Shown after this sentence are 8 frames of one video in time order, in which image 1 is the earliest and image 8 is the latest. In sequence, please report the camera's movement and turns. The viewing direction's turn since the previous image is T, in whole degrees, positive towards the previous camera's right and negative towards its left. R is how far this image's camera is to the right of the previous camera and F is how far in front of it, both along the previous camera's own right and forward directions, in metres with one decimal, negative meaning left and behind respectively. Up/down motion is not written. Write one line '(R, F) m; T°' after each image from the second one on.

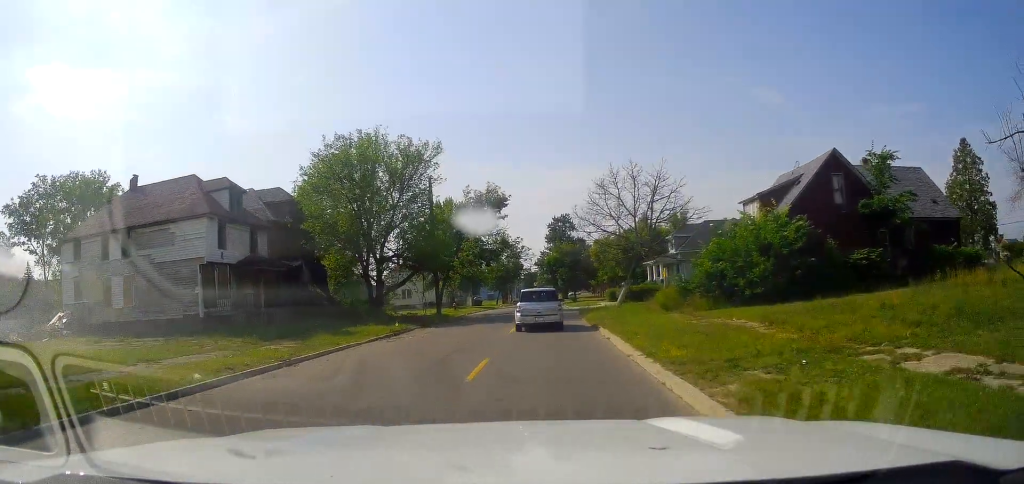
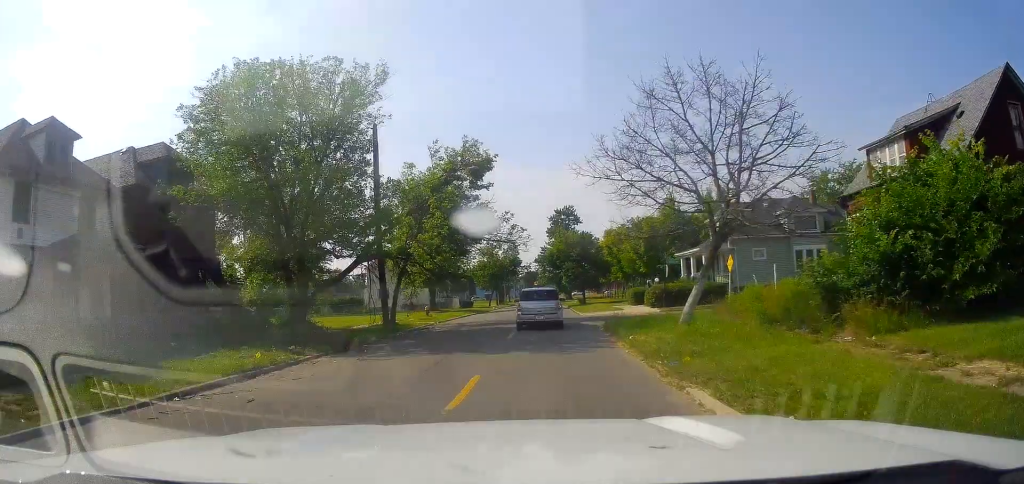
(-0.2, +15.2) m; +1°
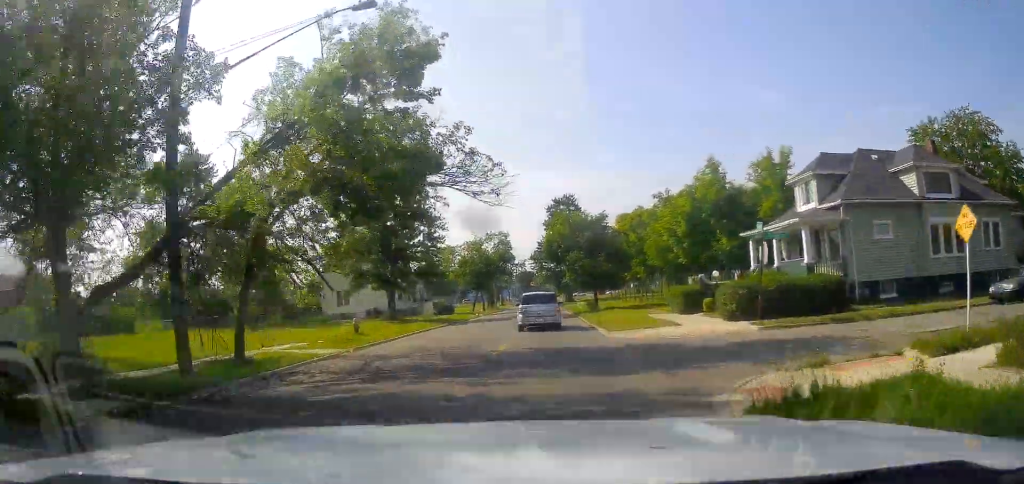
(+0.7, +17.2) m; +3°
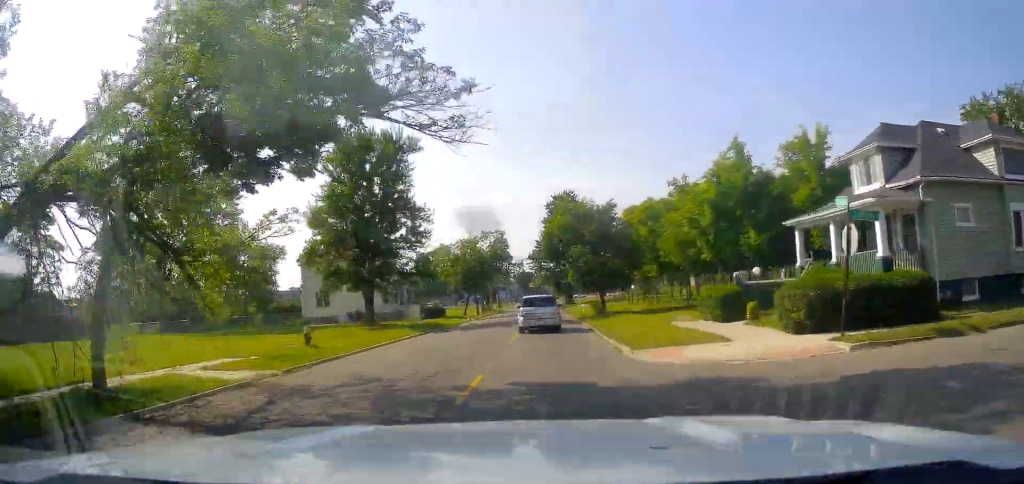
(0.0, +6.2) m; +1°
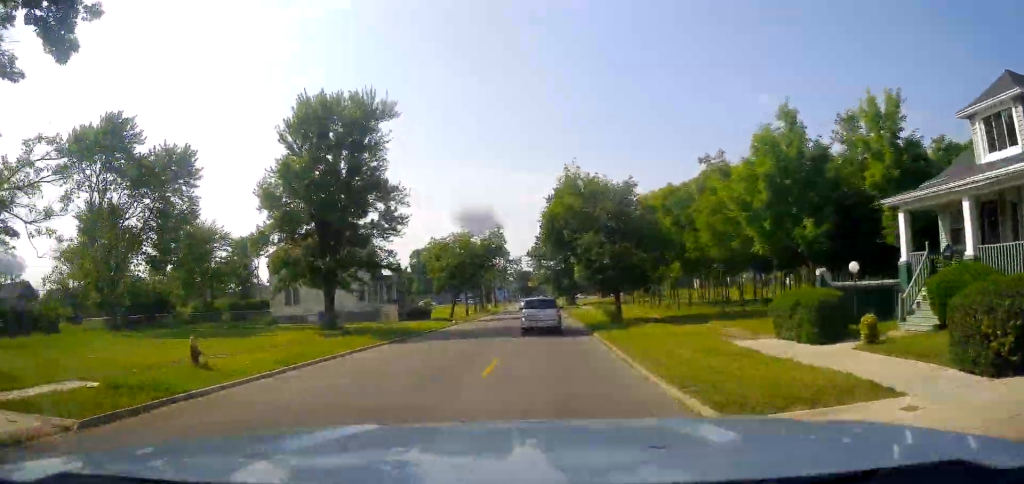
(-0.1, +8.2) m; +1°
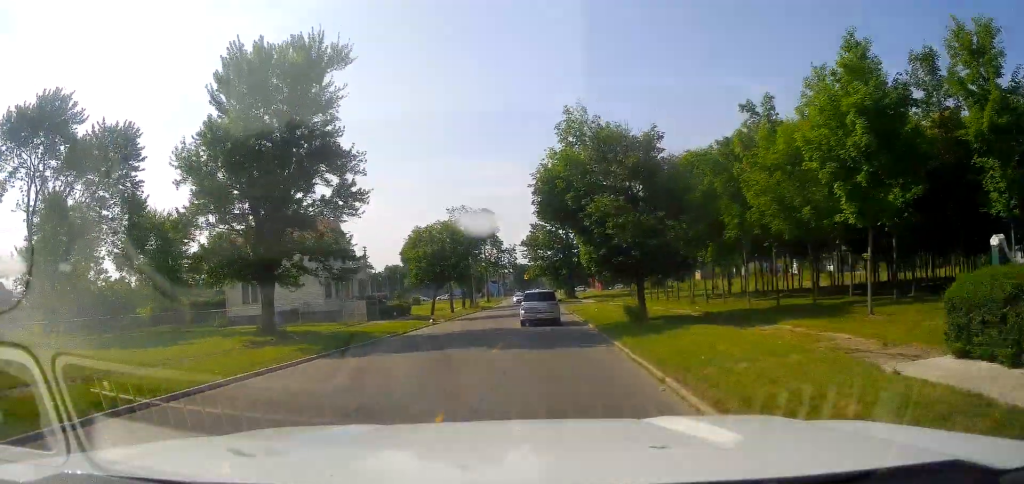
(+0.2, +8.2) m; -1°
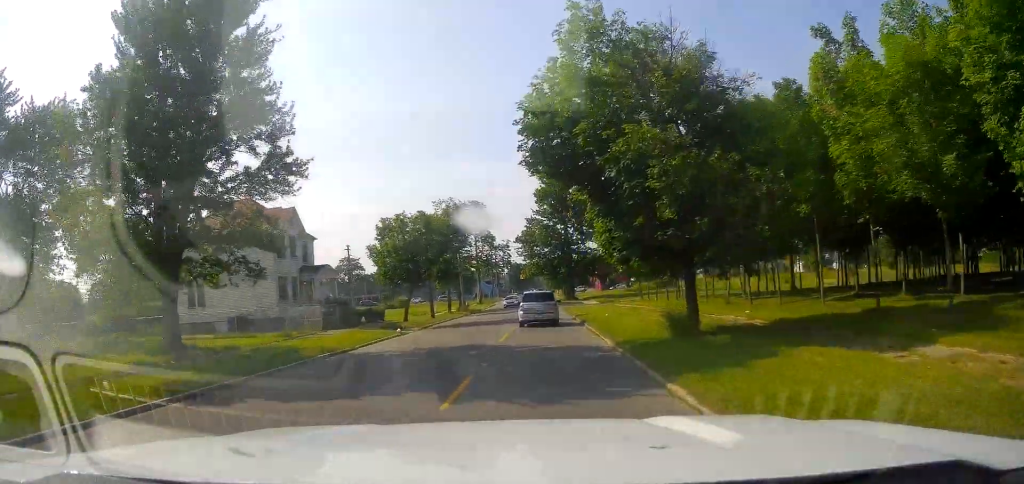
(0.0, +8.0) m; -1°
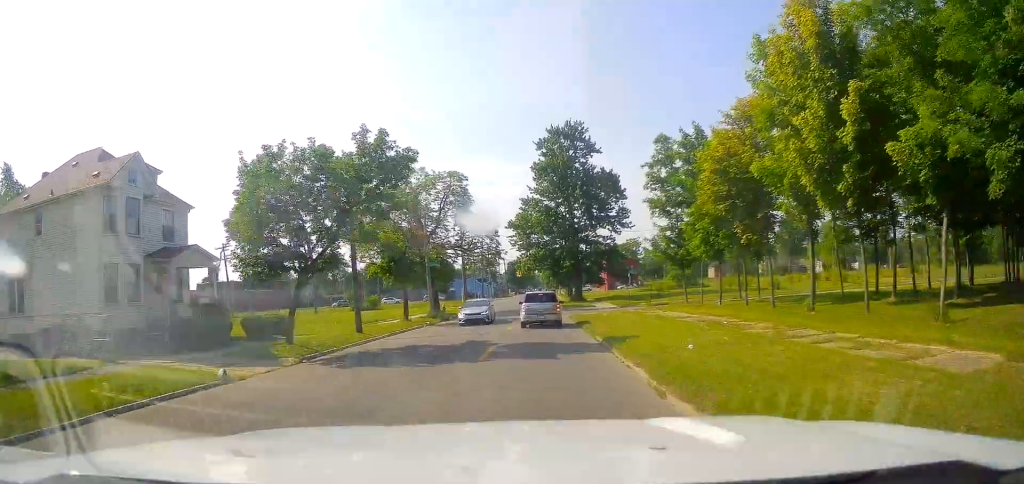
(-0.2, +17.7) m; 0°
